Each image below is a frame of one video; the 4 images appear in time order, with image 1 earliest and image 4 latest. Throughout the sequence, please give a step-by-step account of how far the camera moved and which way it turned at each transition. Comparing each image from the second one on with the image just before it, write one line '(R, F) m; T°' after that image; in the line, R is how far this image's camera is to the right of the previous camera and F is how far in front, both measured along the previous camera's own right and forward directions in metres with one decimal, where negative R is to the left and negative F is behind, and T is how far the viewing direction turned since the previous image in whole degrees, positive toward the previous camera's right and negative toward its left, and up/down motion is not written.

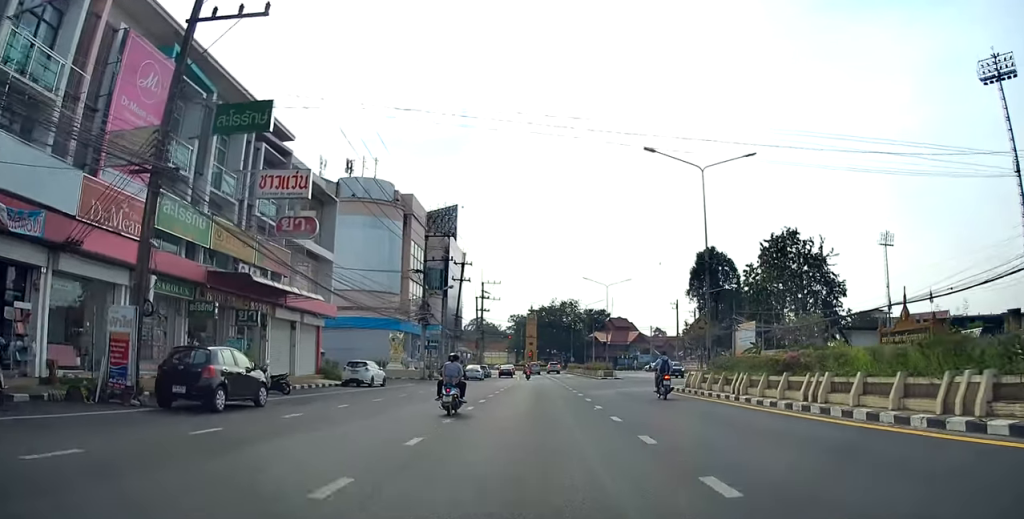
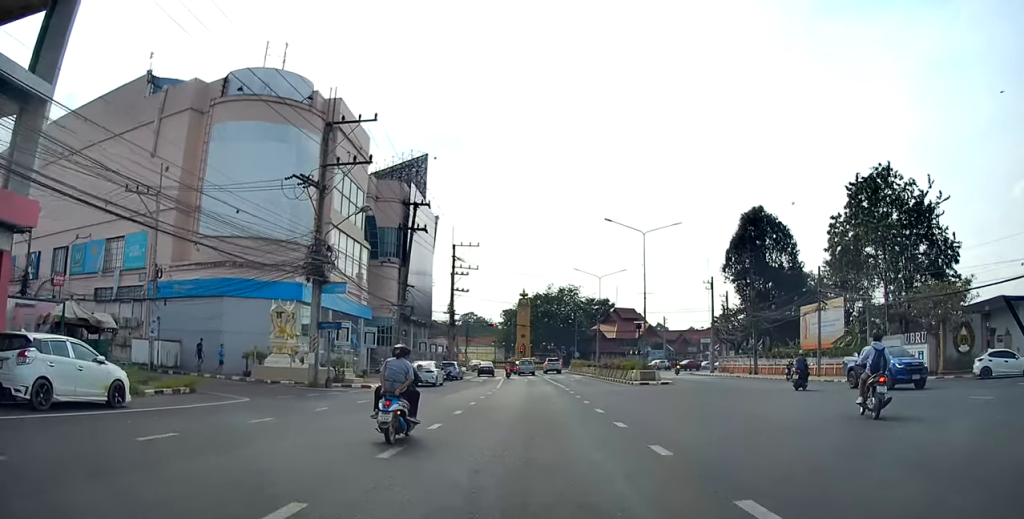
(+1.3, +27.1) m; +5°
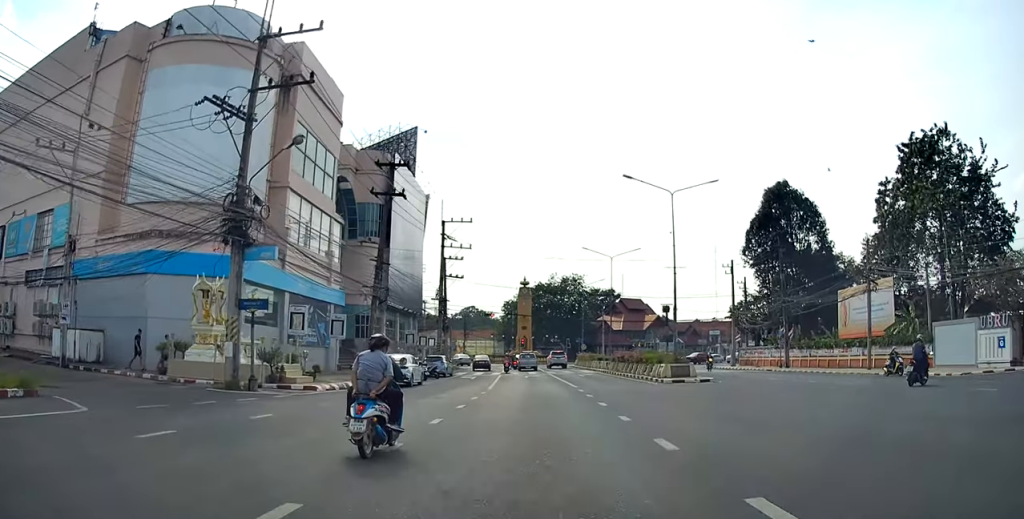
(0.0, +9.0) m; -1°
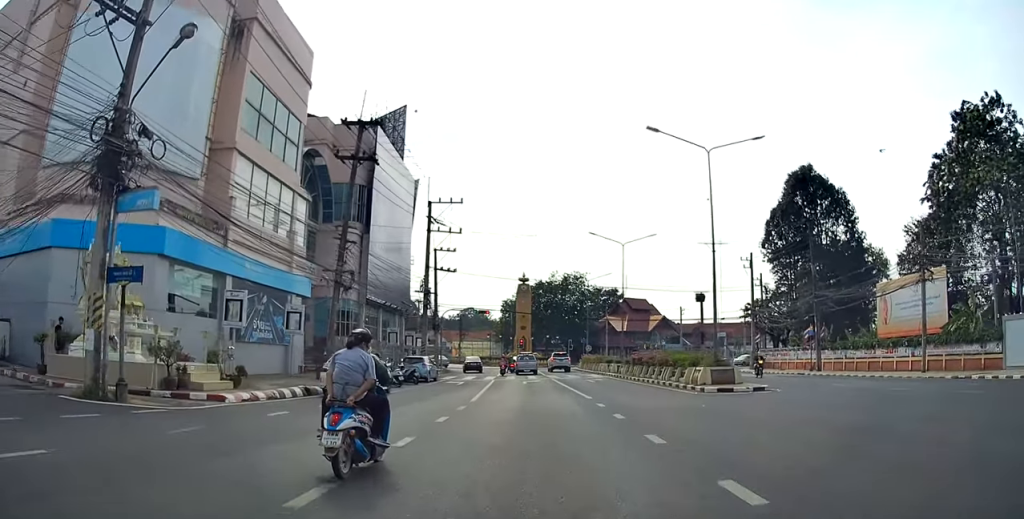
(-0.1, +8.3) m; -1°
